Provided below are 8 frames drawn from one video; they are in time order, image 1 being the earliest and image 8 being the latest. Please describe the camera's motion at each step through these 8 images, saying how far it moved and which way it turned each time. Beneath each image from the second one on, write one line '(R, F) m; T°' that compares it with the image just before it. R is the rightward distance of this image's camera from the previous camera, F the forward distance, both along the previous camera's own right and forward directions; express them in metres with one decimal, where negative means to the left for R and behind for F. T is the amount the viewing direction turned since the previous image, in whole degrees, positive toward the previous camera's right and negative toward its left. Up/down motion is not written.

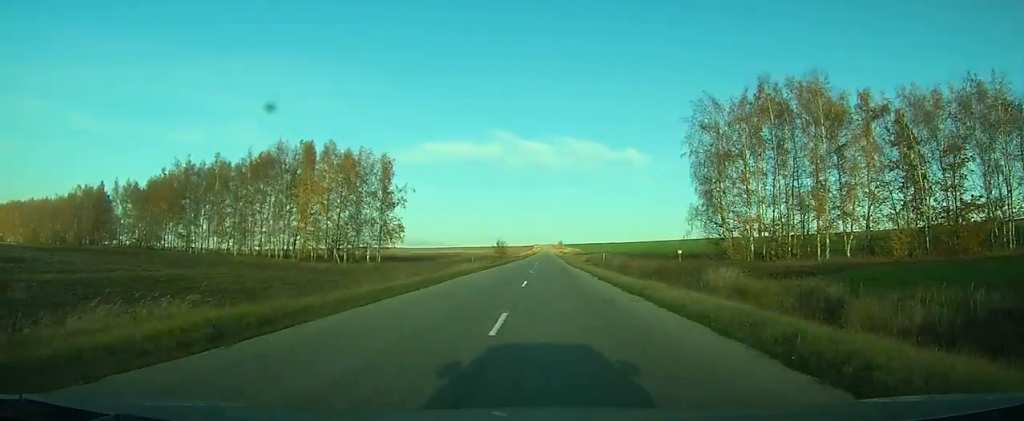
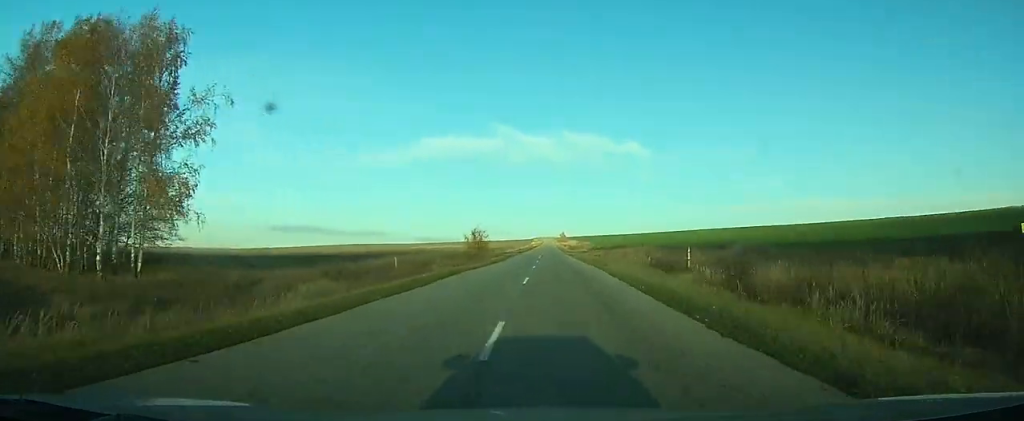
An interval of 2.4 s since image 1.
(-0.1, +53.3) m; 0°
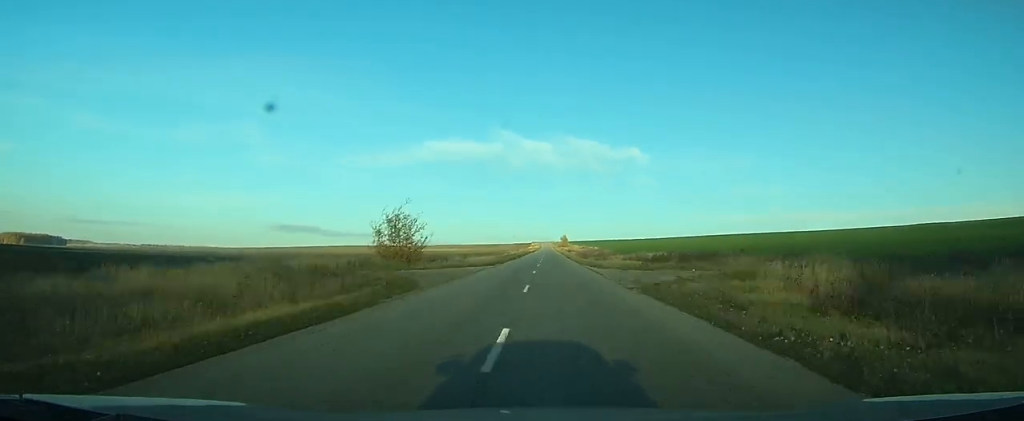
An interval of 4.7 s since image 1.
(-0.1, +50.0) m; 0°
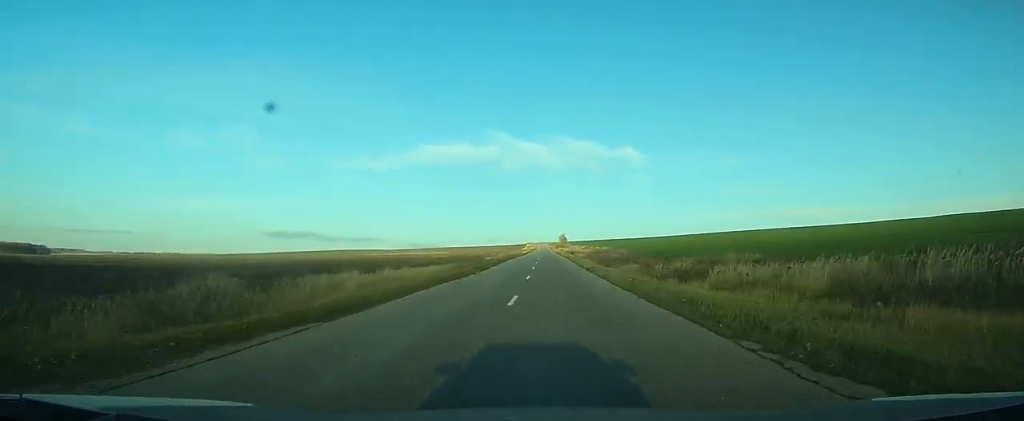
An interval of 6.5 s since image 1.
(+0.1, +38.7) m; 0°
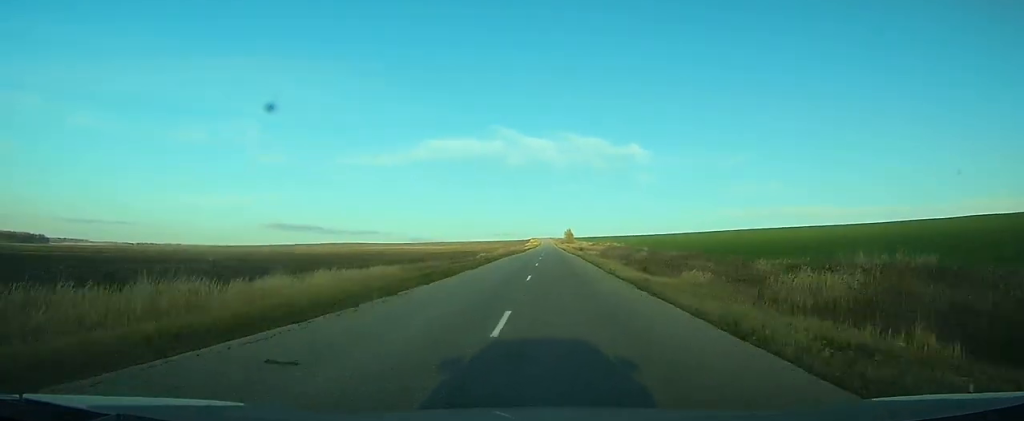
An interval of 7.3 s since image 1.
(0.0, +16.9) m; 0°
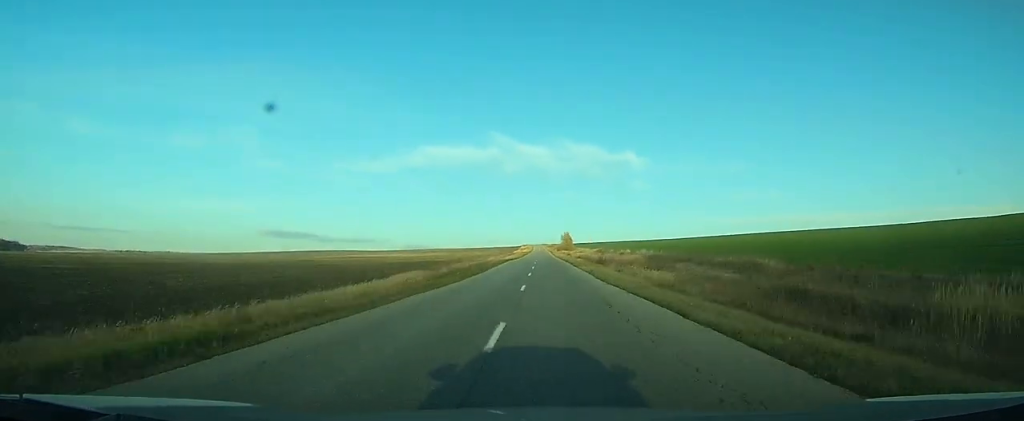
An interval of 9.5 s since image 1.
(+0.2, +46.8) m; 0°
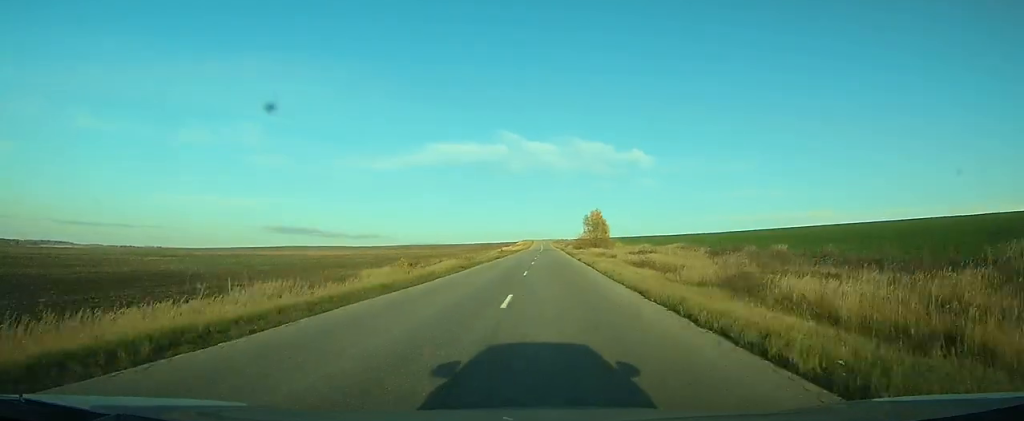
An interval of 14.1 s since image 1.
(0.0, +106.7) m; -1°
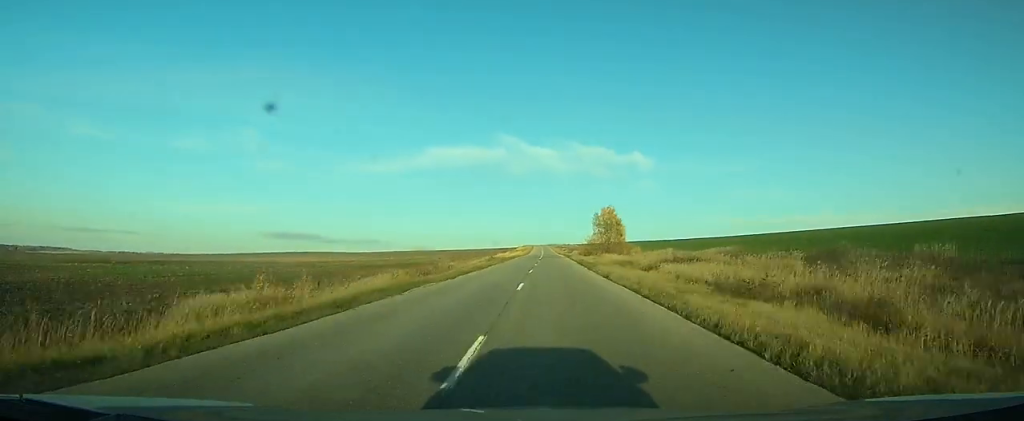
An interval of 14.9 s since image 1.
(-0.1, +18.1) m; 0°
